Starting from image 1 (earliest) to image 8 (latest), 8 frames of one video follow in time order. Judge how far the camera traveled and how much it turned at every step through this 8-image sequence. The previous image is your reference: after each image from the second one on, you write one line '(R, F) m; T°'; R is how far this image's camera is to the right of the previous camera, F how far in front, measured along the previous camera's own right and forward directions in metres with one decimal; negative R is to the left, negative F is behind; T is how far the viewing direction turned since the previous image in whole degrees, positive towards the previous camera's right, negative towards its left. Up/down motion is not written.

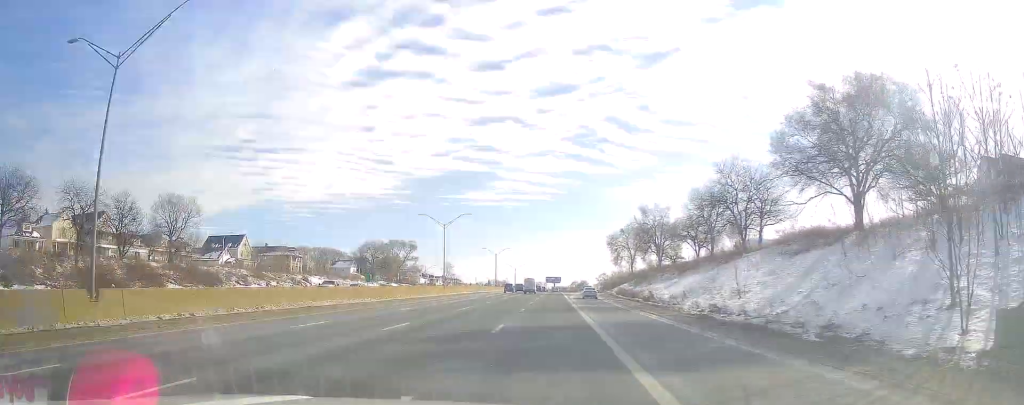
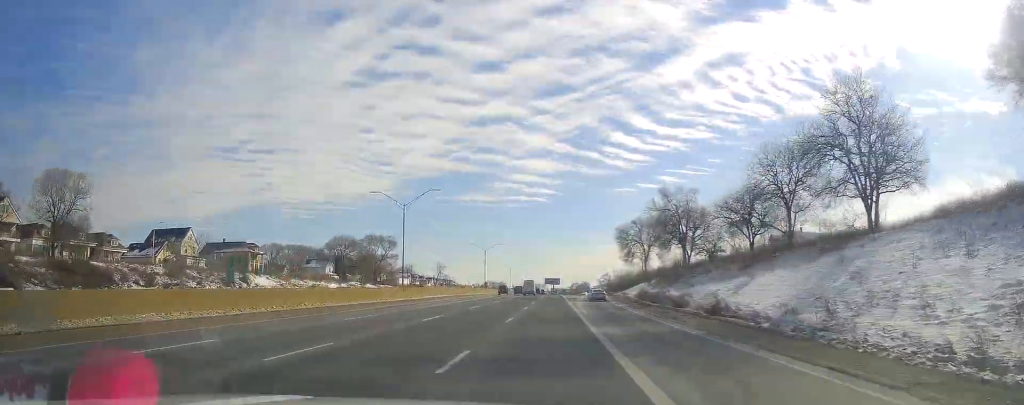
(+0.3, +24.7) m; 0°
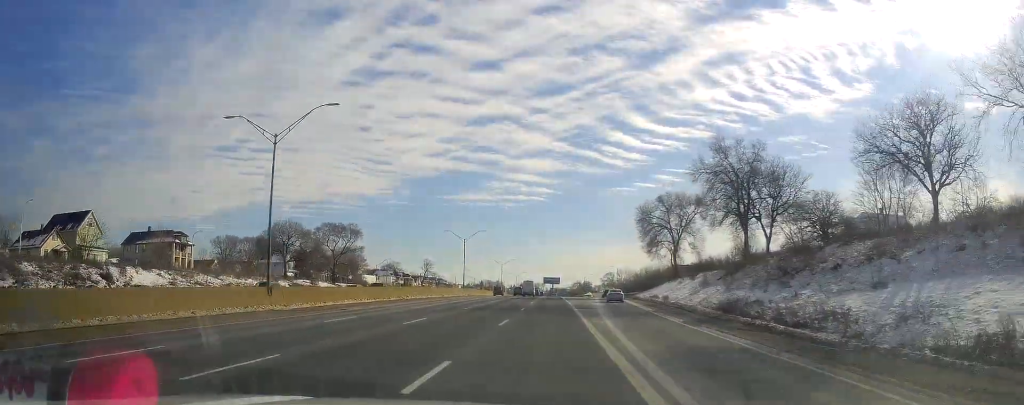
(-0.4, +33.1) m; -1°
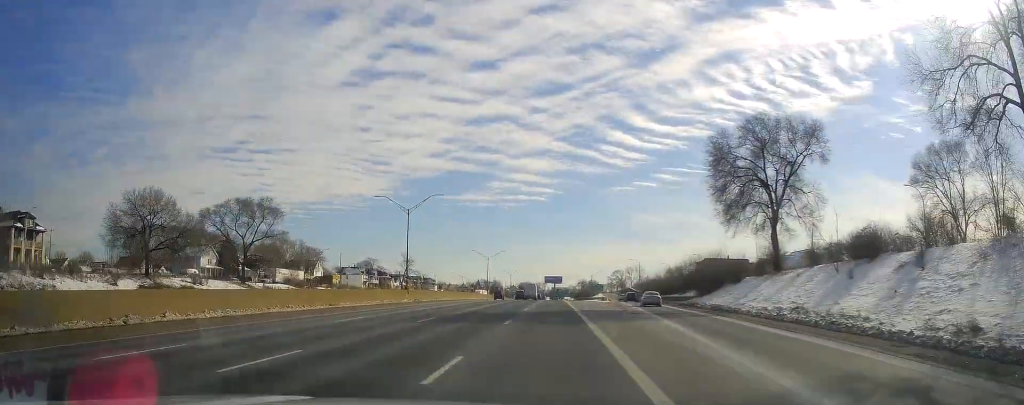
(-0.1, +45.7) m; 0°
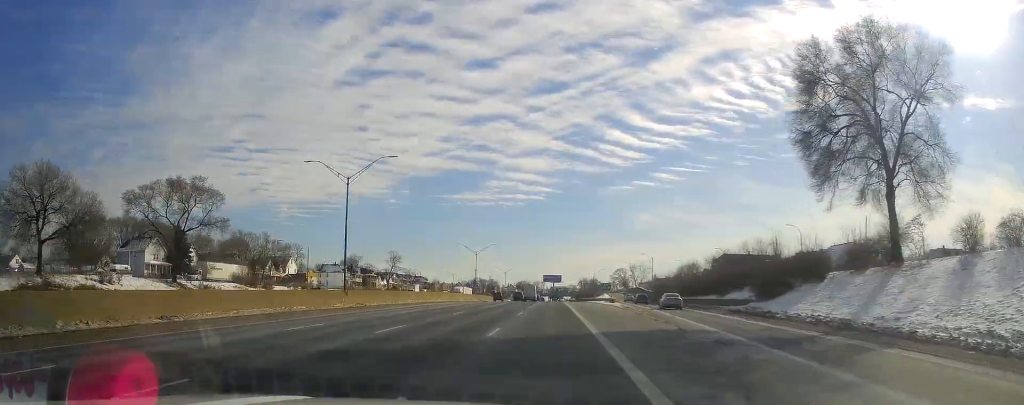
(0.0, +20.8) m; 0°
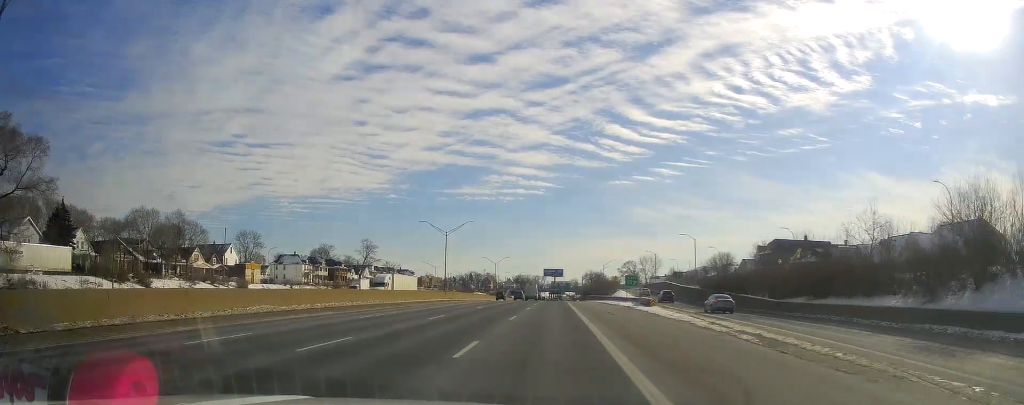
(0.0, +37.3) m; 0°
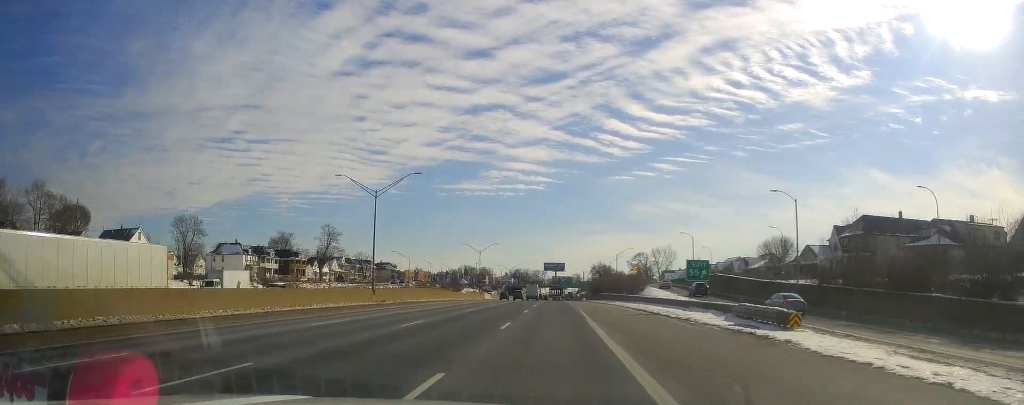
(+0.2, +37.6) m; +1°
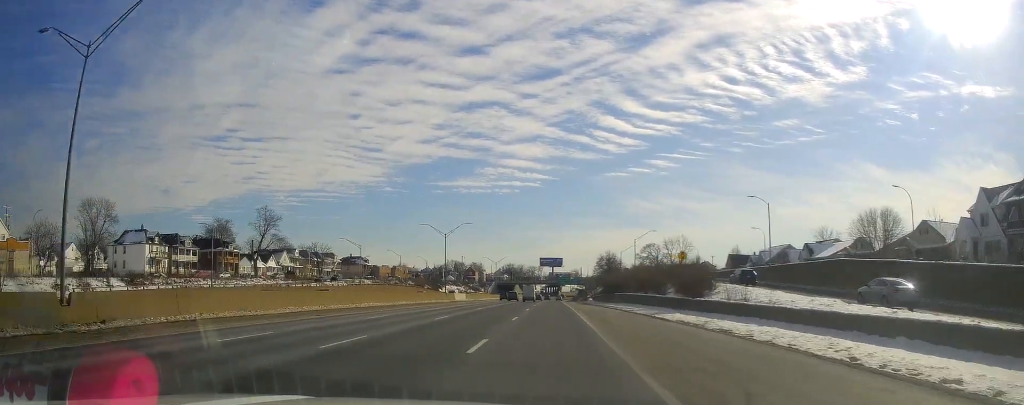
(-0.2, +38.4) m; -1°
